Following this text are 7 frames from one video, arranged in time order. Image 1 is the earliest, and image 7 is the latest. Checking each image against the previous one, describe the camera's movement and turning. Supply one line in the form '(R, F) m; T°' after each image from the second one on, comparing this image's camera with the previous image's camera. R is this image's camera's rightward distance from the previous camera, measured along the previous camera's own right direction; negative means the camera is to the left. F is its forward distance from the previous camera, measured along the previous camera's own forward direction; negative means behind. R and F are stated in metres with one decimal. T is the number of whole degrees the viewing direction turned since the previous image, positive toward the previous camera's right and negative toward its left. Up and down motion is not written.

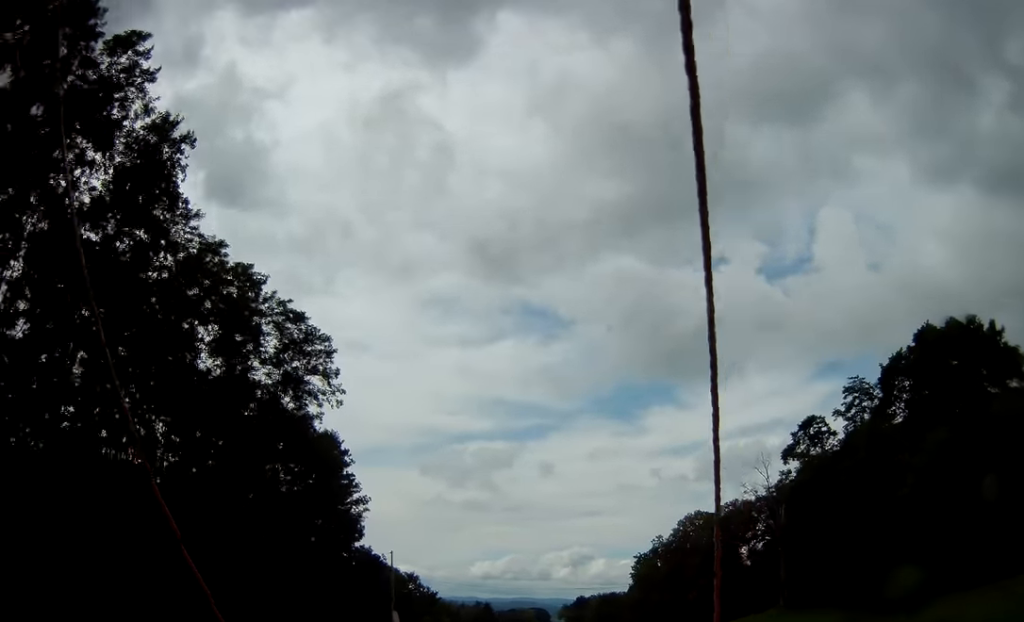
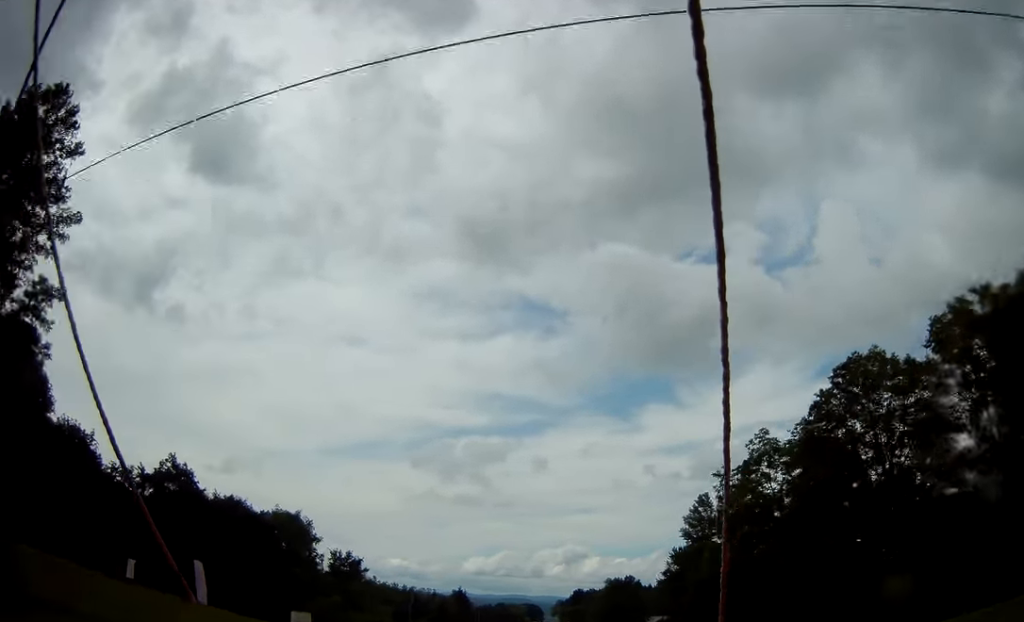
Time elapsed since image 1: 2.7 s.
(+1.1, +59.9) m; +1°
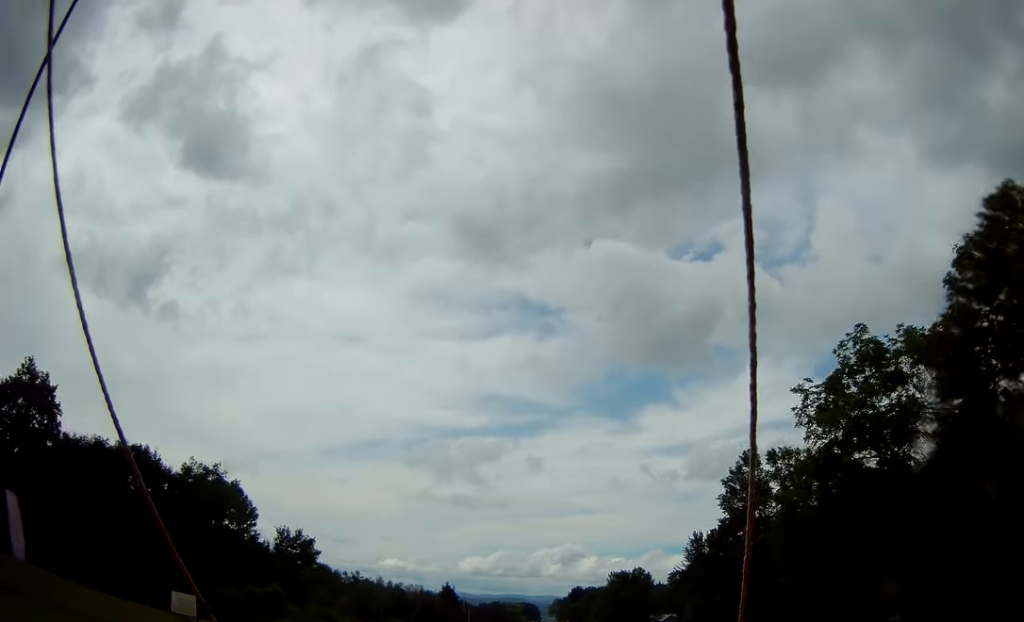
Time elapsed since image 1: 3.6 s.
(+0.1, +19.9) m; 0°
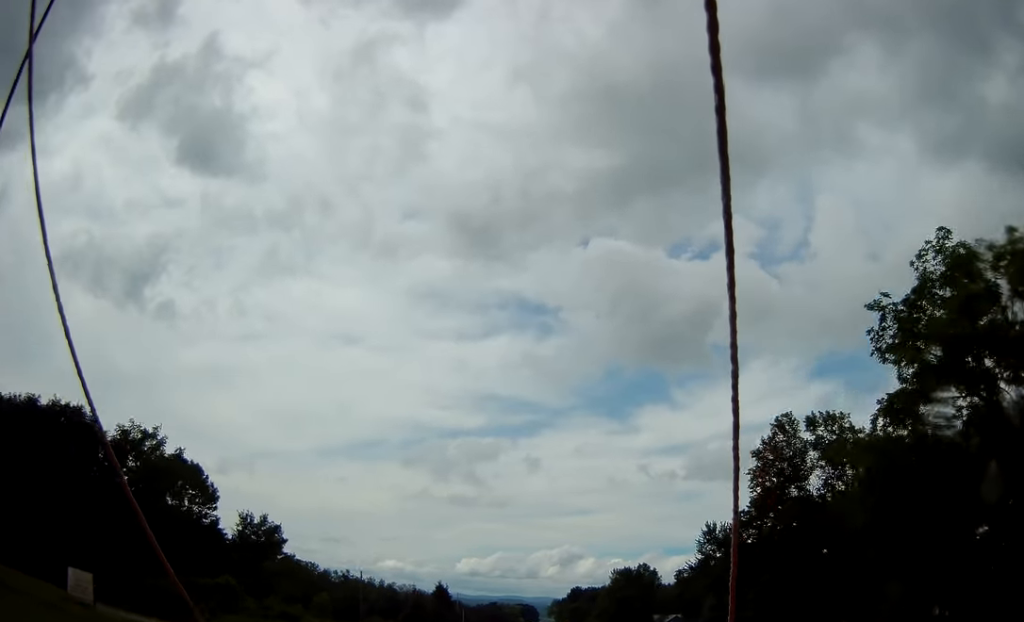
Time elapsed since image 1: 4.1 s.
(-0.2, +10.3) m; 0°
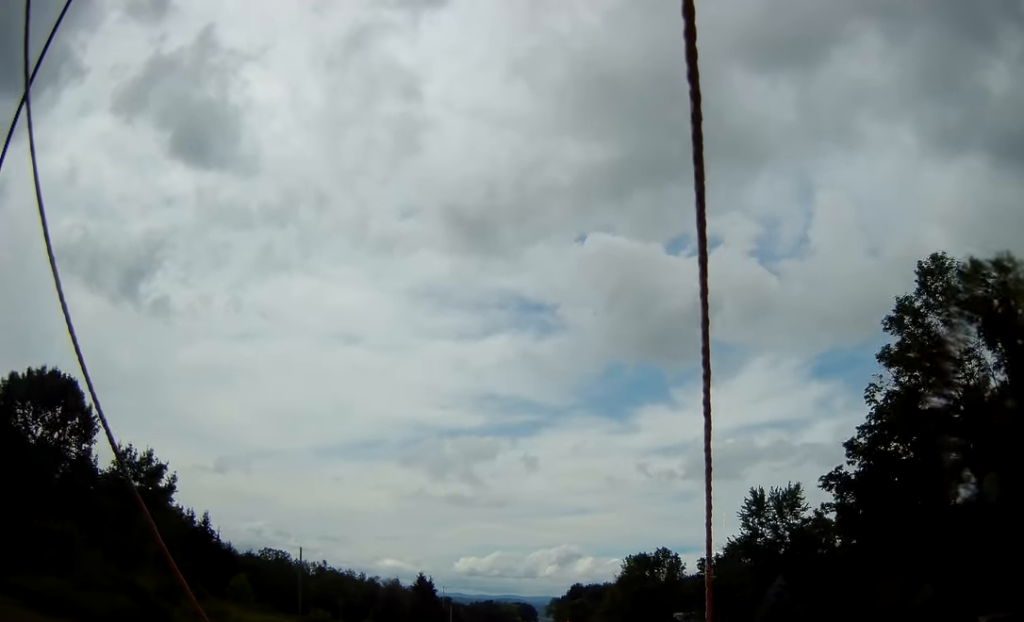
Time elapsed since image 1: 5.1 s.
(+0.2, +23.5) m; +1°
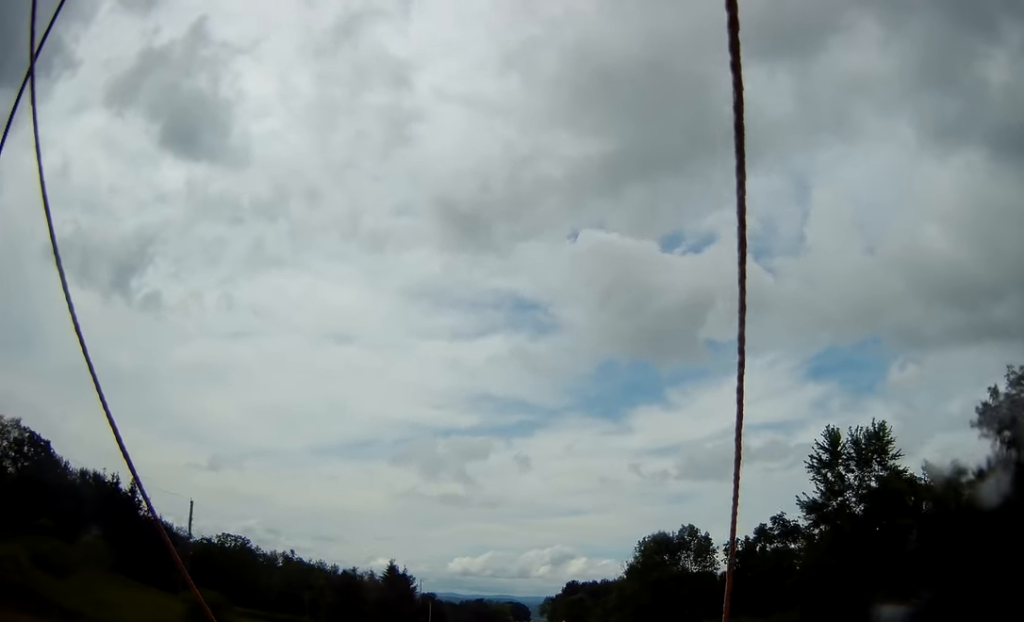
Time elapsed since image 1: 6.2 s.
(+0.1, +22.8) m; -1°
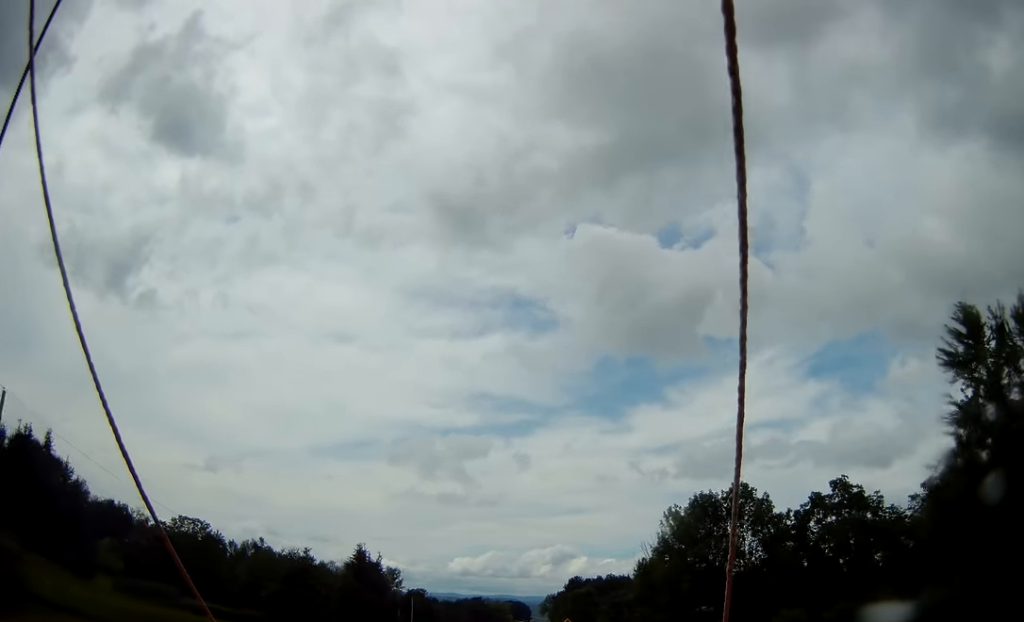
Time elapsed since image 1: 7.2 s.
(-0.5, +22.1) m; 0°
